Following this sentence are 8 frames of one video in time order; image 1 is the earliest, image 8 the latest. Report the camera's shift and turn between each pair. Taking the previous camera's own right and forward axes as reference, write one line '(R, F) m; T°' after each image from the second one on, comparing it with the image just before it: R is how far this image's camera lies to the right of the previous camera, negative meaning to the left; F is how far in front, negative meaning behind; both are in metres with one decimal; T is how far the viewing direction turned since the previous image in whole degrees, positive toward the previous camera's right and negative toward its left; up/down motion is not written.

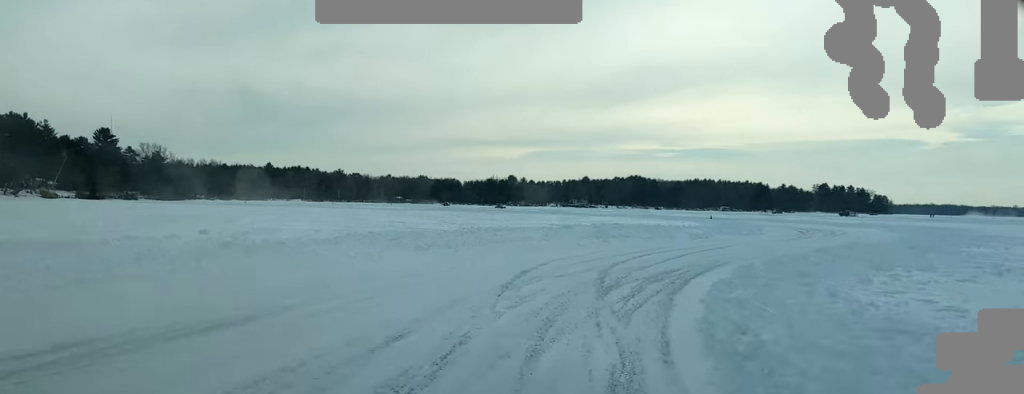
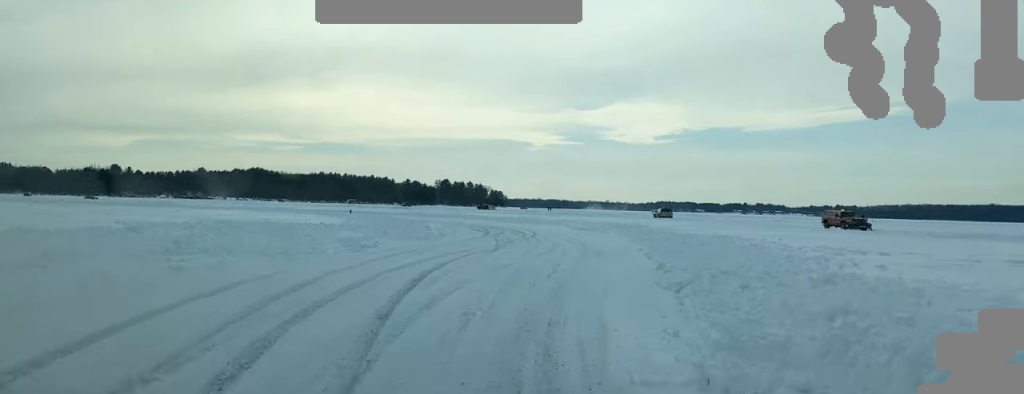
(+2.0, +18.2) m; +13°
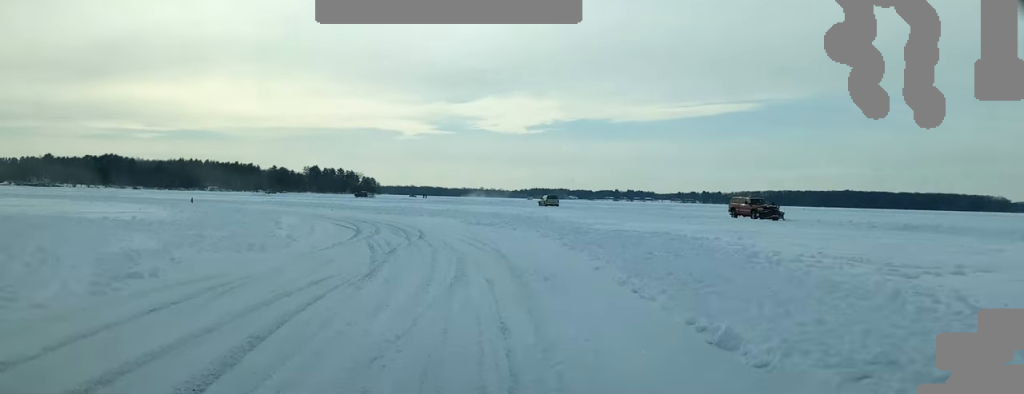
(+0.8, +10.4) m; +5°
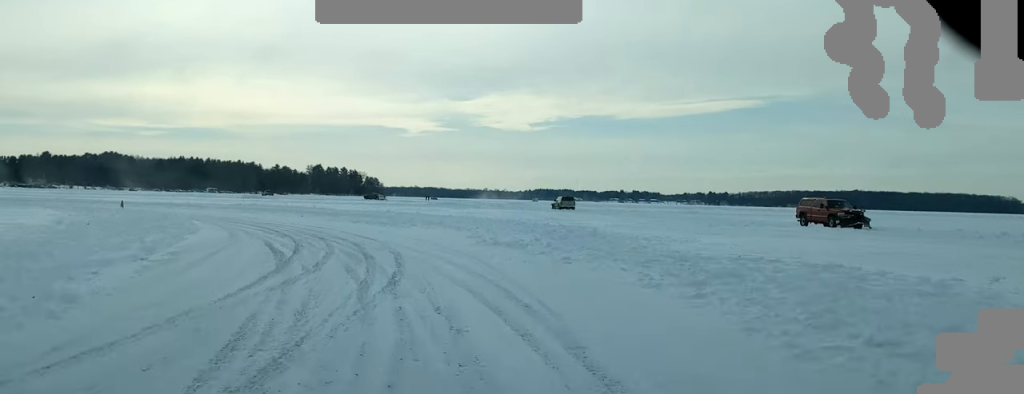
(+0.7, +14.9) m; +1°
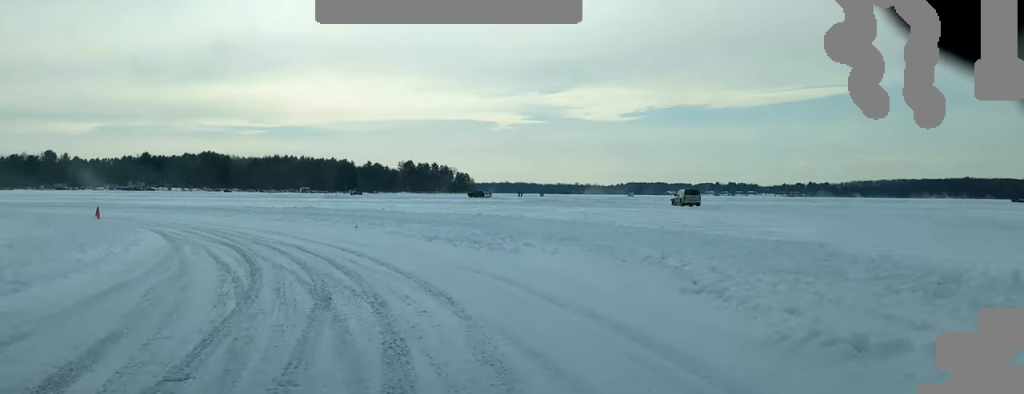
(-0.6, +18.1) m; -8°
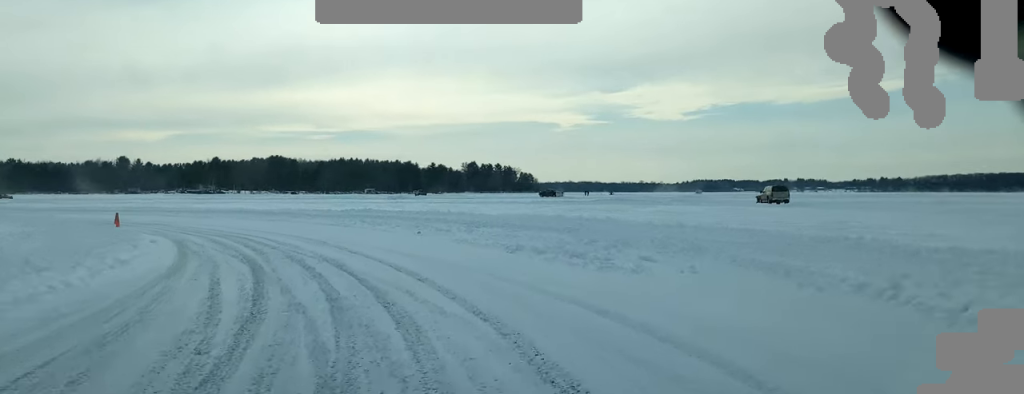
(-0.6, +6.6) m; -4°
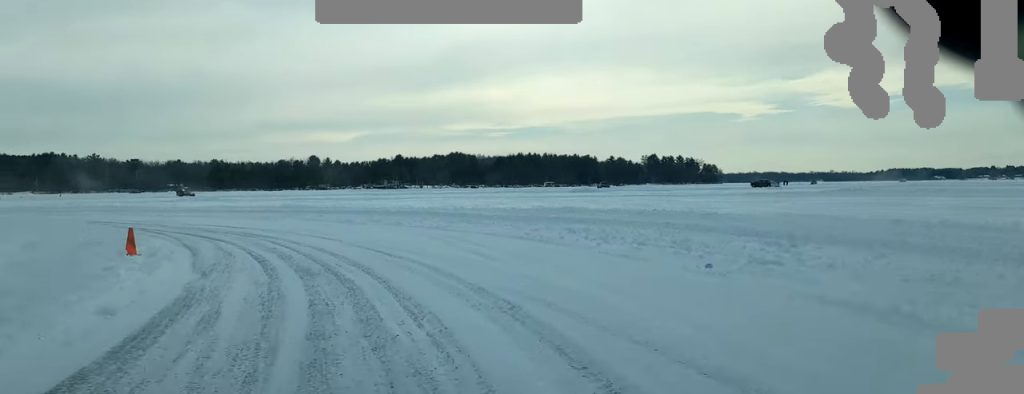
(-1.3, +15.6) m; -10°
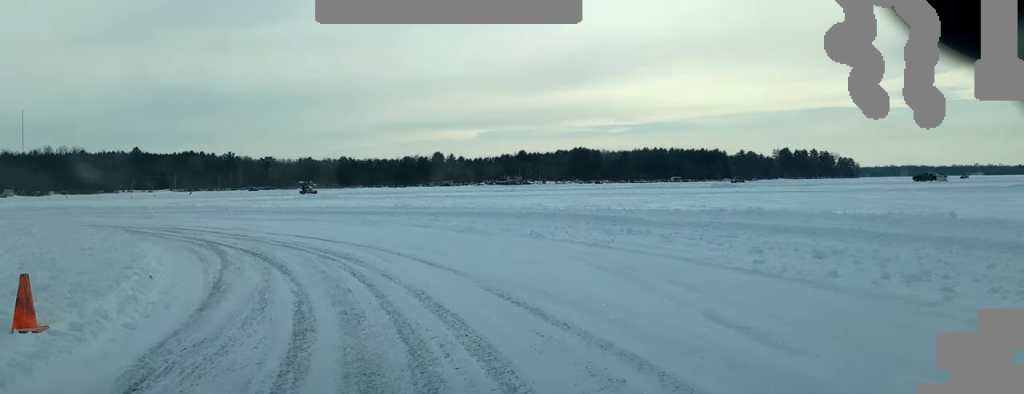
(-0.3, +8.9) m; -6°
